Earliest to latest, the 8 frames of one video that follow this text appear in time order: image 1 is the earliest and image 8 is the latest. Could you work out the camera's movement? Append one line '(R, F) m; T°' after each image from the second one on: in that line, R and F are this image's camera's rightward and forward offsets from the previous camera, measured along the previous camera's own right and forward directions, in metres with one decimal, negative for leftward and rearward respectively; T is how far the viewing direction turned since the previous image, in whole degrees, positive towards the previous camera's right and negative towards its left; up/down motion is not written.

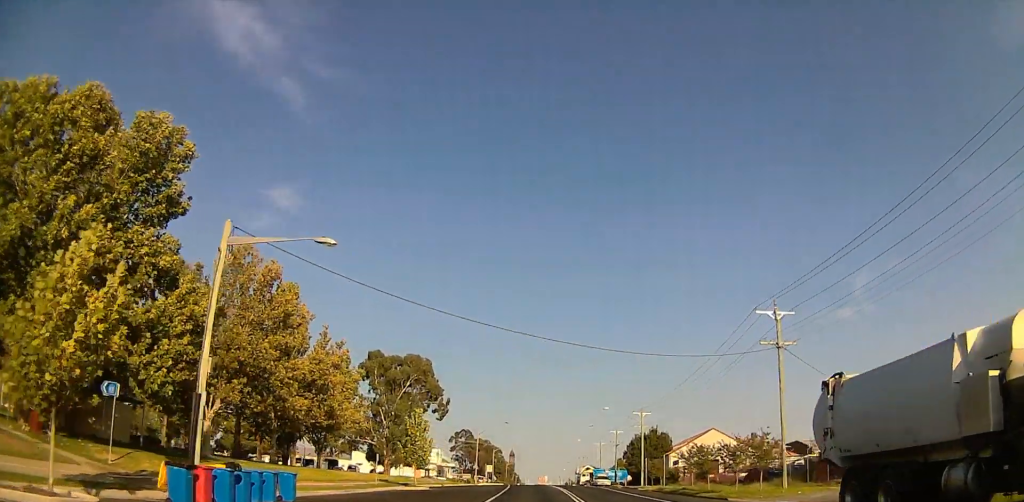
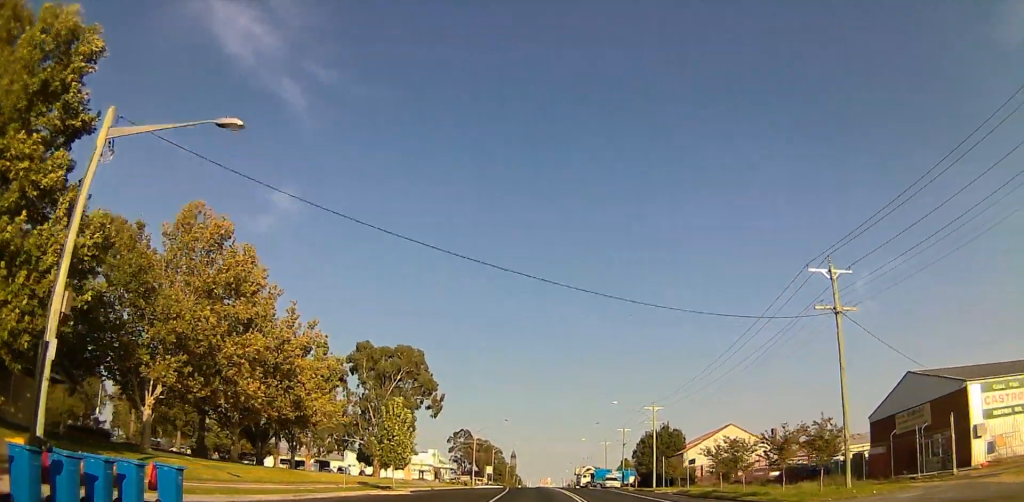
(+0.1, +7.5) m; +1°
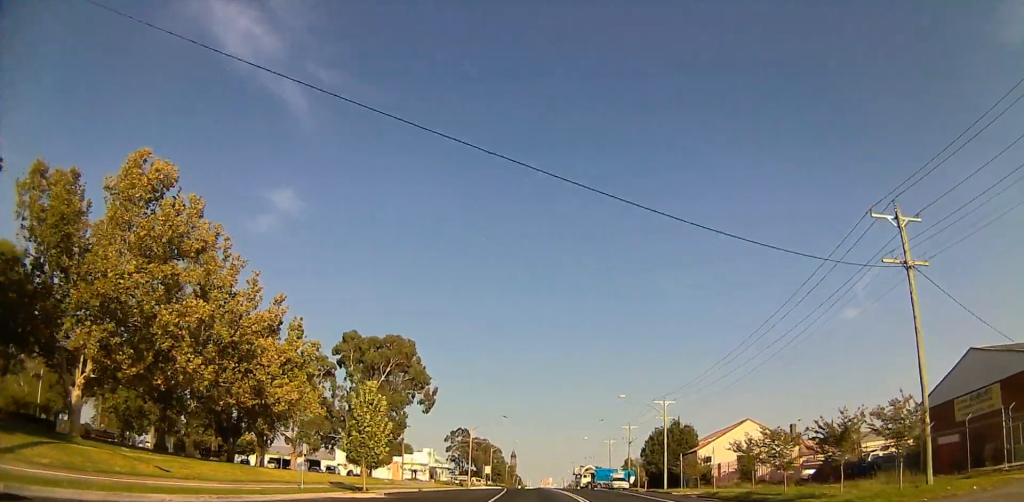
(-0.1, +6.5) m; +1°
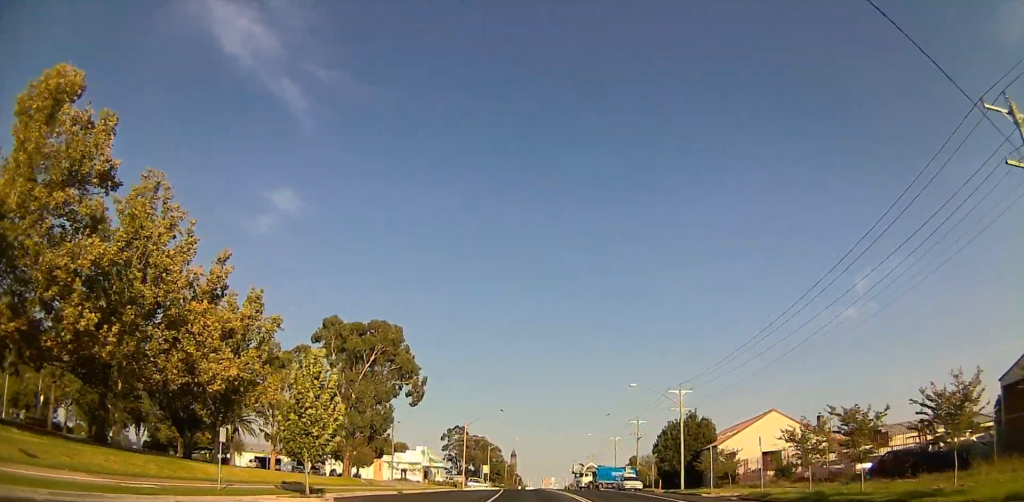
(+0.1, +8.1) m; 0°
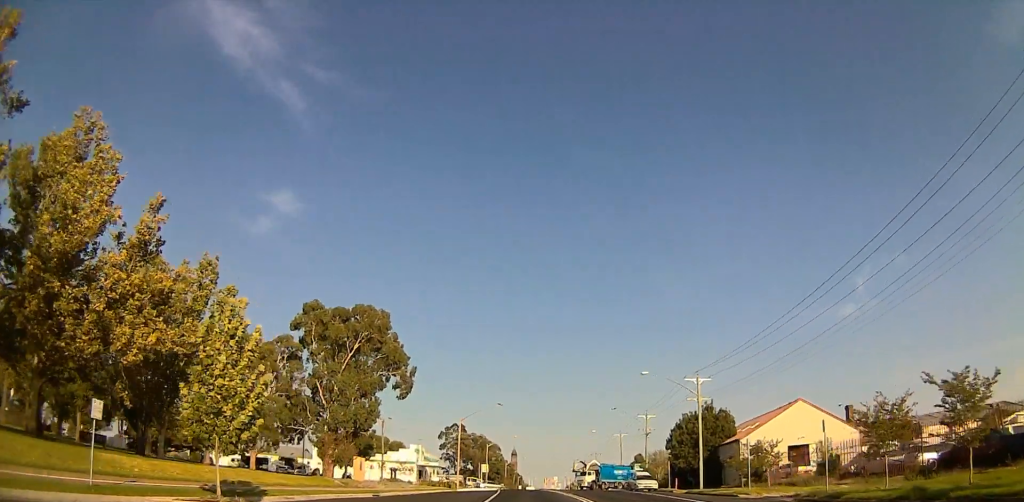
(+0.2, +7.1) m; 0°
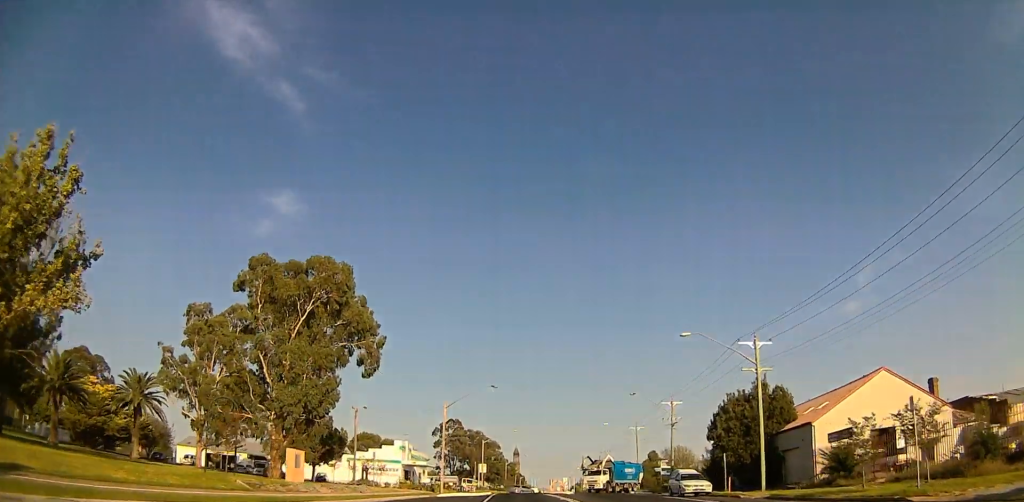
(-0.3, +15.5) m; -1°
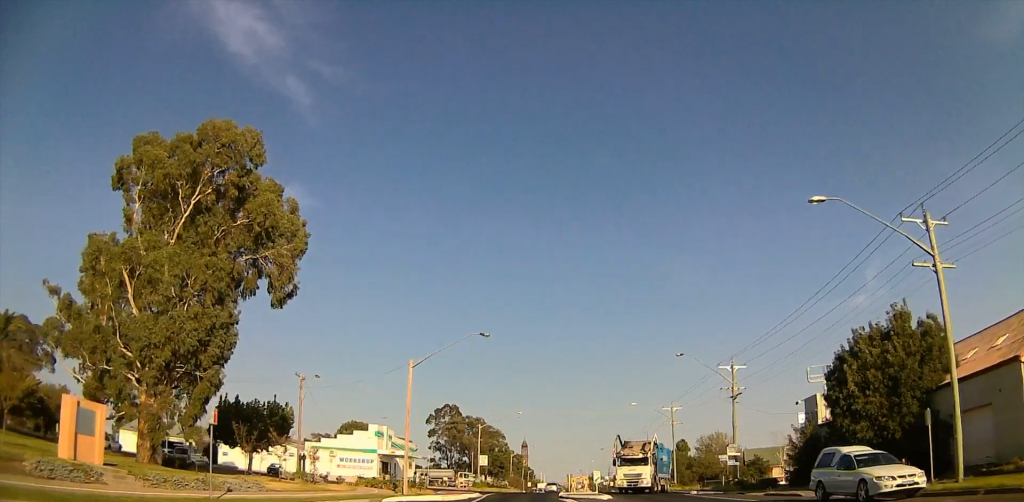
(-0.4, +21.0) m; -2°
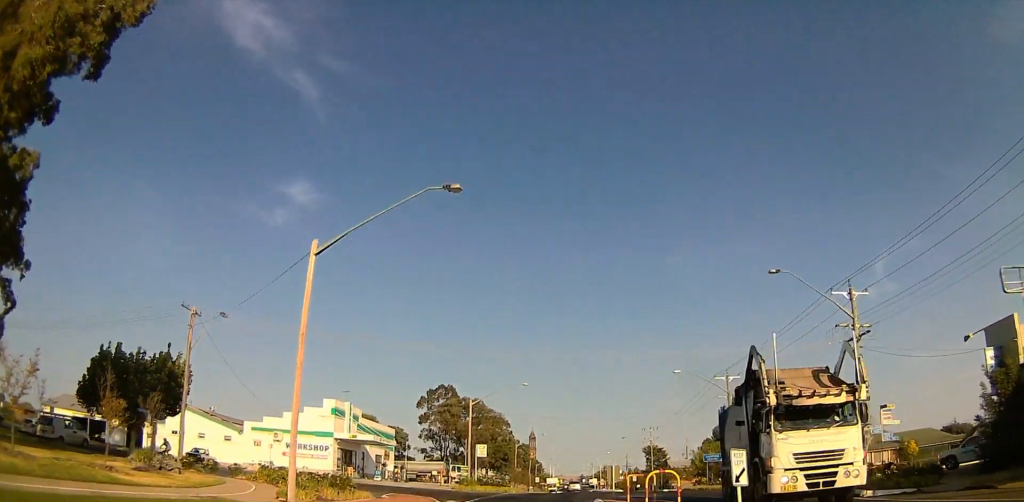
(+0.4, +21.8) m; +4°
